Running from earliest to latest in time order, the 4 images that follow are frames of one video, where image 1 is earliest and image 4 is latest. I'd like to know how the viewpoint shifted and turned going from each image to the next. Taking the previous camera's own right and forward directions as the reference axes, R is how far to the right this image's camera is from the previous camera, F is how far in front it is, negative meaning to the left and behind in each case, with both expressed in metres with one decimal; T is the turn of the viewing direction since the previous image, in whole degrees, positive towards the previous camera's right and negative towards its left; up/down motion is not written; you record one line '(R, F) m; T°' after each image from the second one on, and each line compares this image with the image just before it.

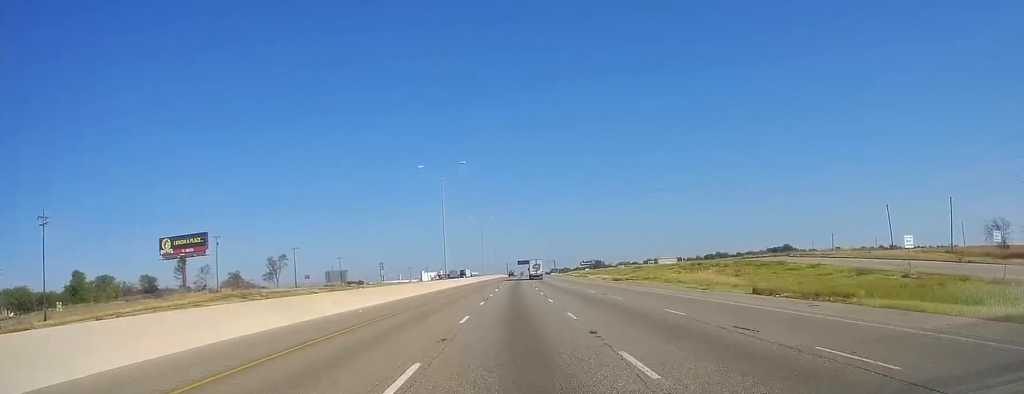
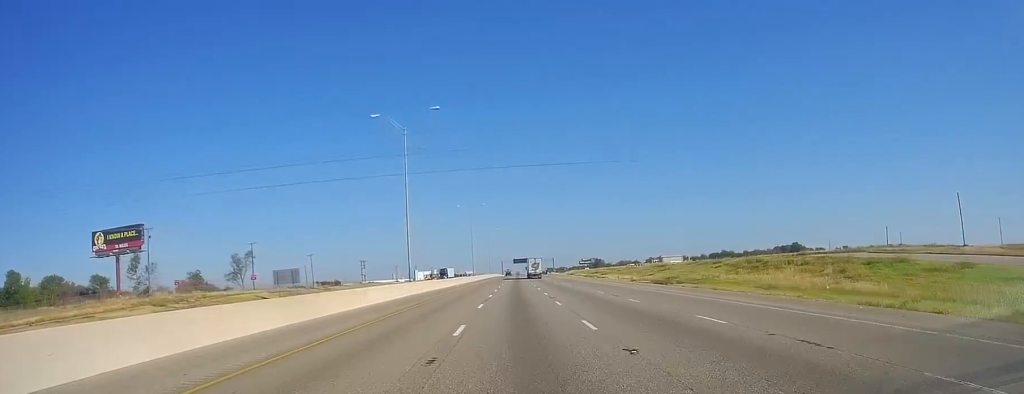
(0.0, +28.2) m; 0°
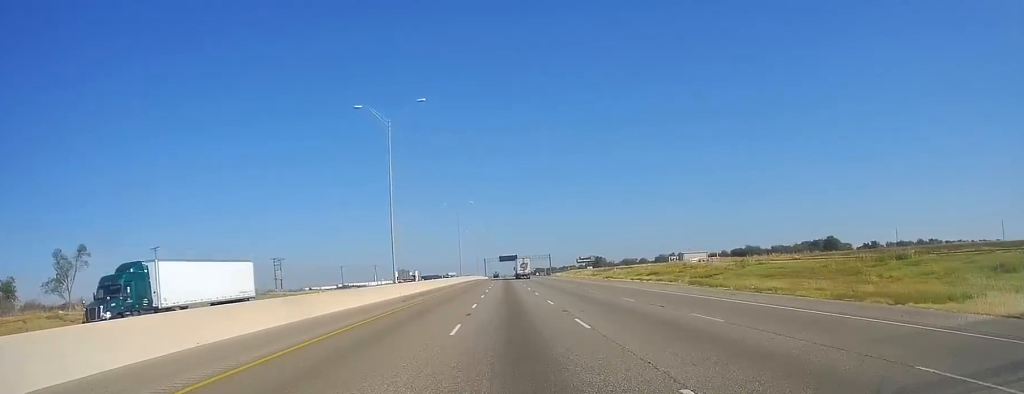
(0.0, +85.4) m; +1°
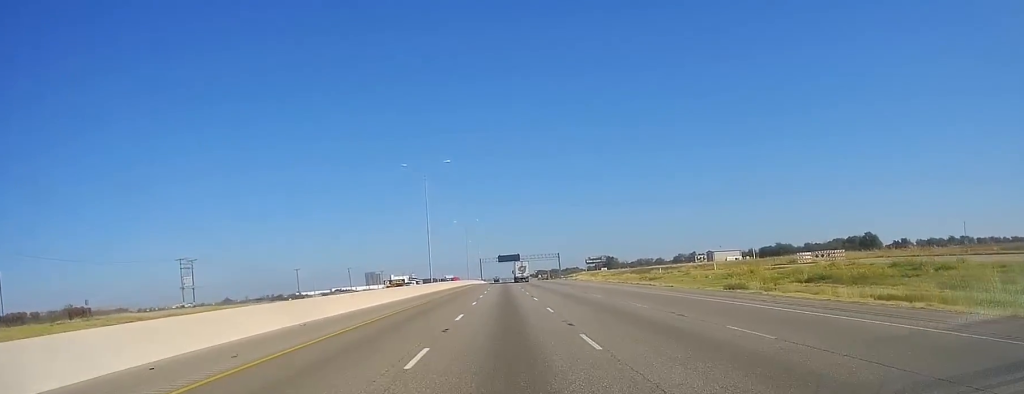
(+0.4, +53.7) m; 0°
